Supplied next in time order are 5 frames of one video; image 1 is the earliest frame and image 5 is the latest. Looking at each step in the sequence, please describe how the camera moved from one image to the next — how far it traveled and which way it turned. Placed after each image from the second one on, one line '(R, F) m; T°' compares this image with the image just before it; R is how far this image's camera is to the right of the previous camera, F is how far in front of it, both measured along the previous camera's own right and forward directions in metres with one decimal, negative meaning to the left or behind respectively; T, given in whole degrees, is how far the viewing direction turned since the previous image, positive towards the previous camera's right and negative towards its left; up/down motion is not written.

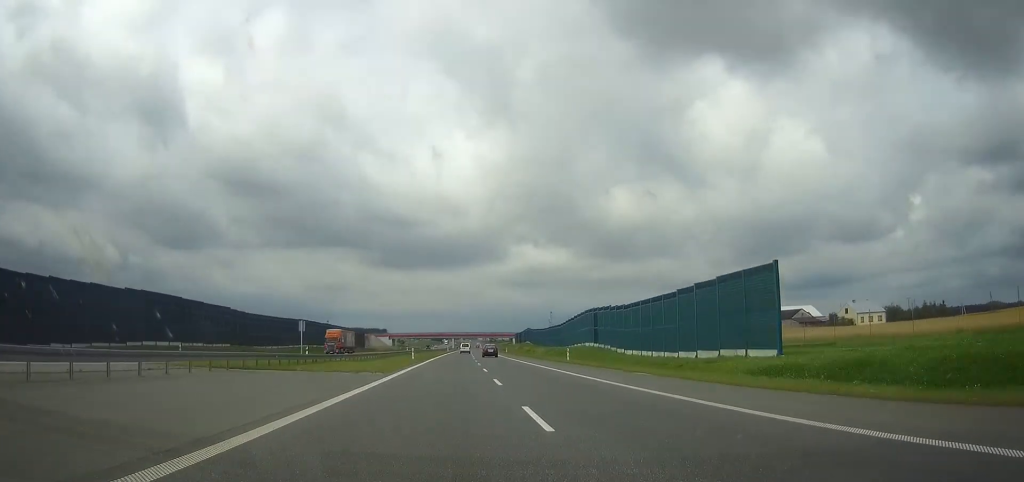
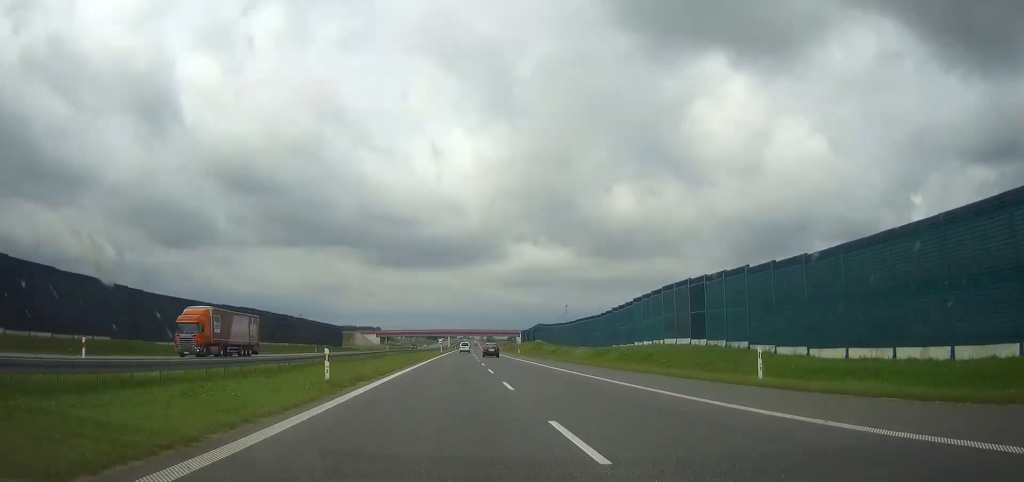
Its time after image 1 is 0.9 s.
(+0.1, +38.6) m; 0°
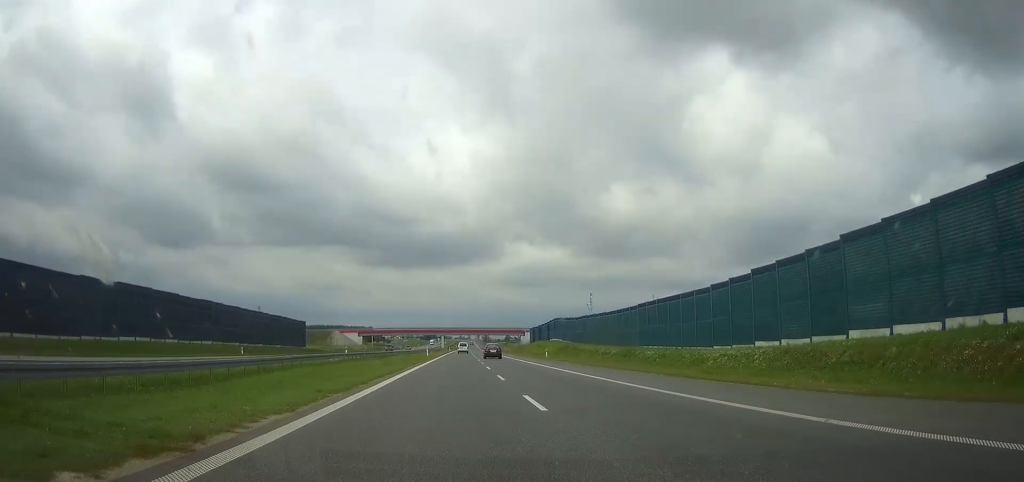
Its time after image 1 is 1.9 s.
(0.0, +41.8) m; 0°
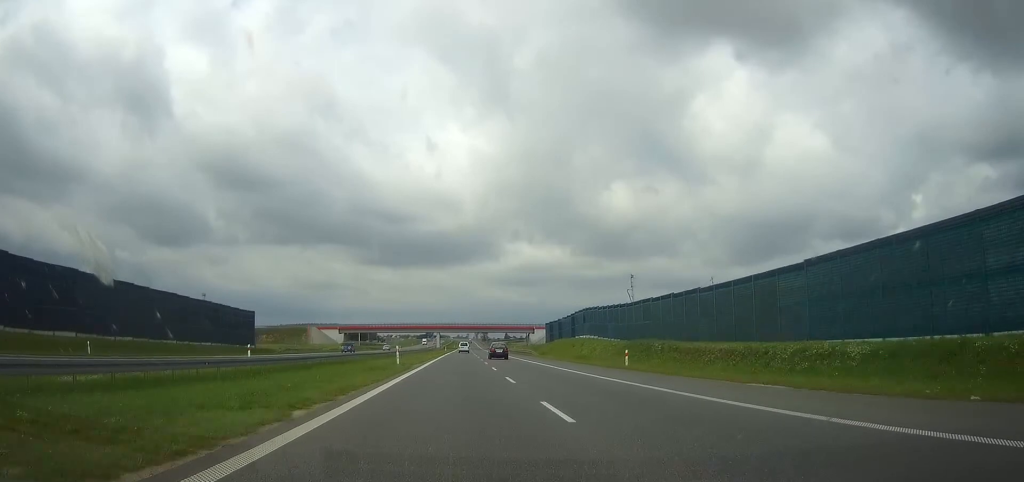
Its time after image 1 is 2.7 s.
(+0.2, +37.7) m; 0°
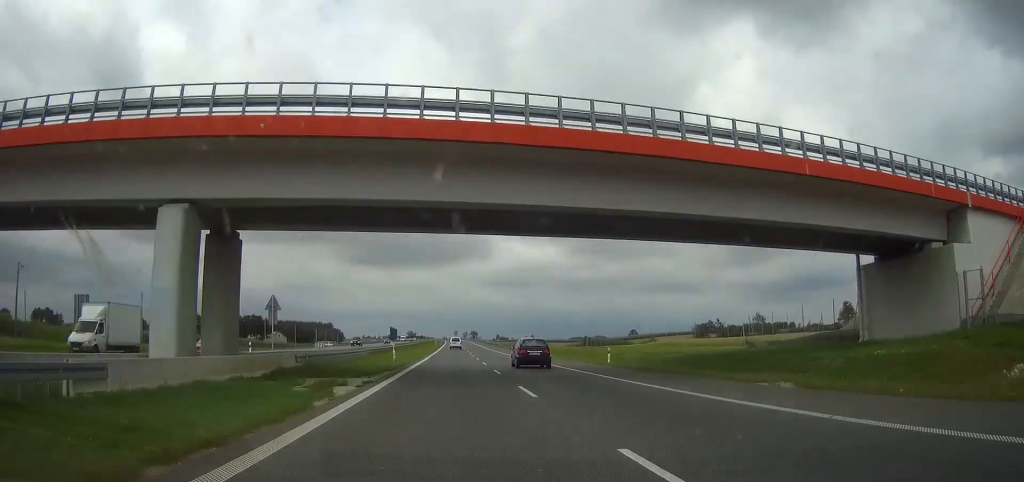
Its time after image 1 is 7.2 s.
(+2.4, +198.2) m; +1°
